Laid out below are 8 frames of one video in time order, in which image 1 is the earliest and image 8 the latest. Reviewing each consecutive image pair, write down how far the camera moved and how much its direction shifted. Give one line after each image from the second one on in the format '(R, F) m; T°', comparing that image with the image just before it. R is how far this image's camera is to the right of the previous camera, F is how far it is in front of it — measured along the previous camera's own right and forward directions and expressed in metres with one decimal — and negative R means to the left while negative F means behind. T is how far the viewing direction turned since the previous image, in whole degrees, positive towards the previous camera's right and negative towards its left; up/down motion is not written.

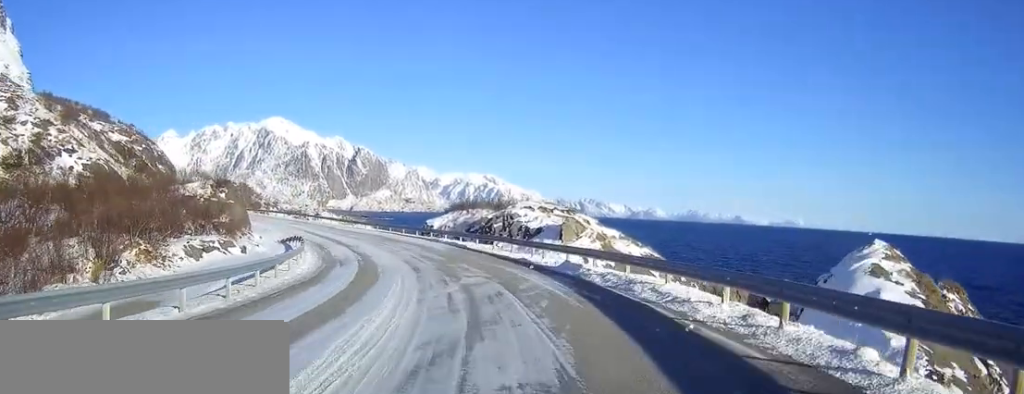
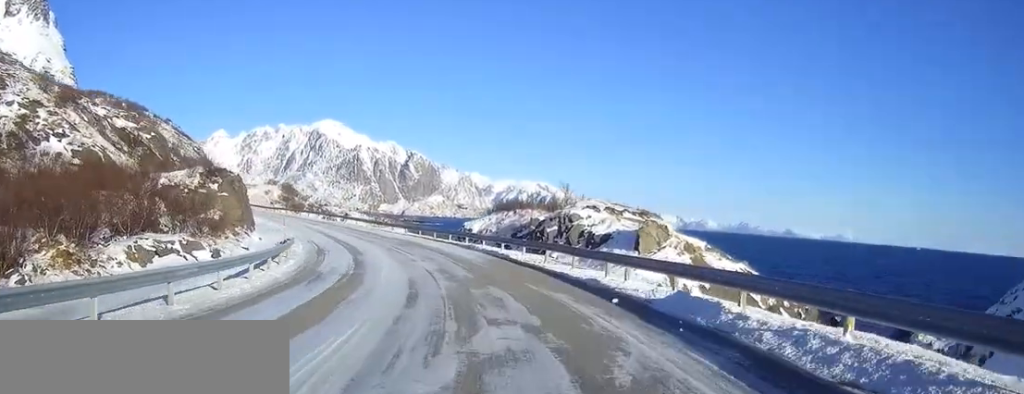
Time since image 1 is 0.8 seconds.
(-0.4, +12.6) m; -4°
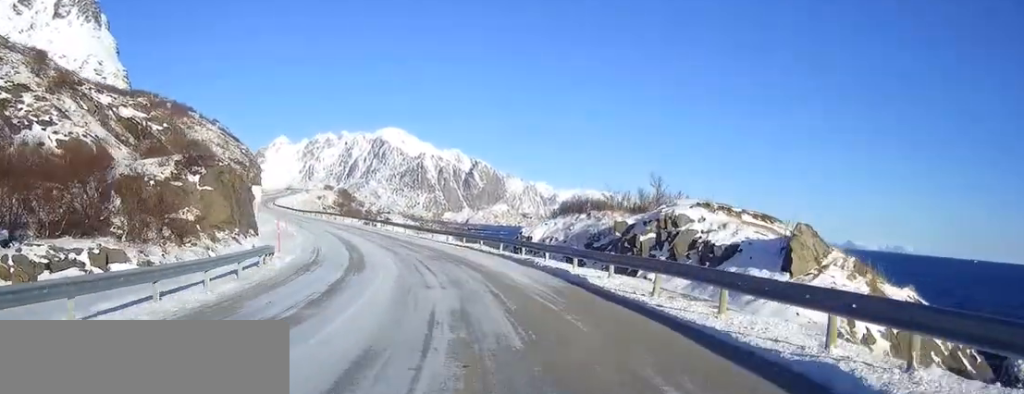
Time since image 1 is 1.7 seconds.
(-0.4, +12.8) m; -5°
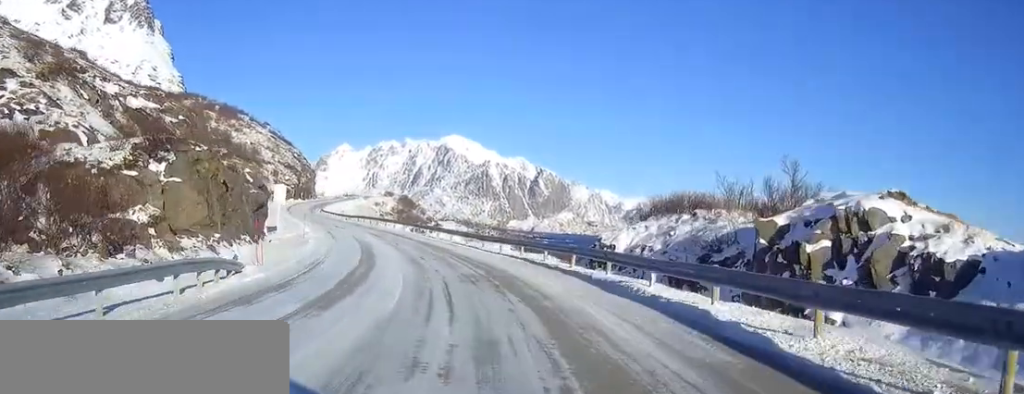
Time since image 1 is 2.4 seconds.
(-0.5, +11.4) m; -4°
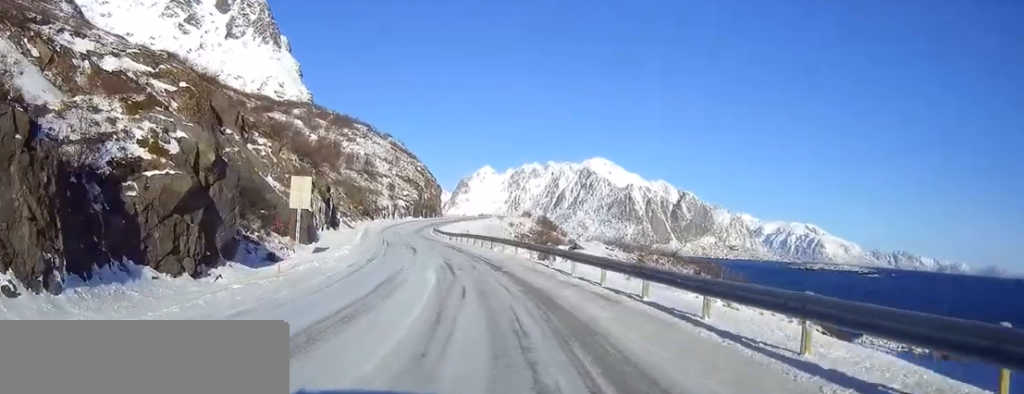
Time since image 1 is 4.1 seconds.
(-2.4, +27.3) m; -9°
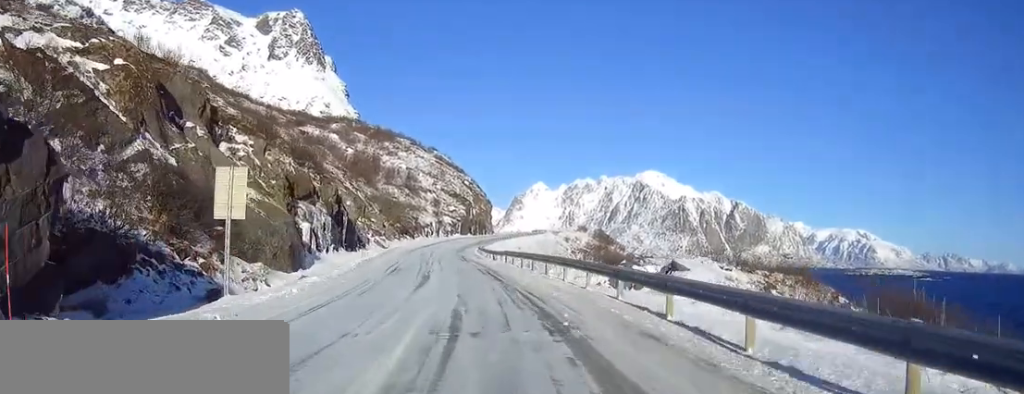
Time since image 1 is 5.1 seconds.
(-0.6, +15.0) m; -4°
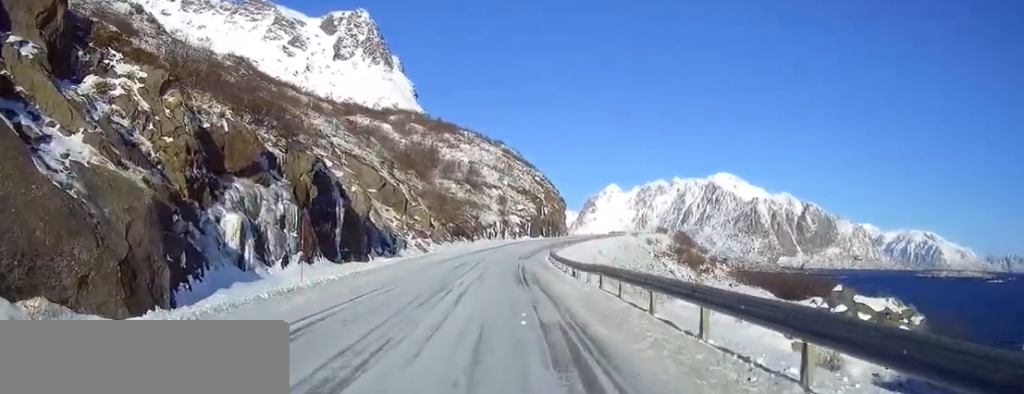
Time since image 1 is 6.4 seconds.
(-0.9, +22.3) m; -4°
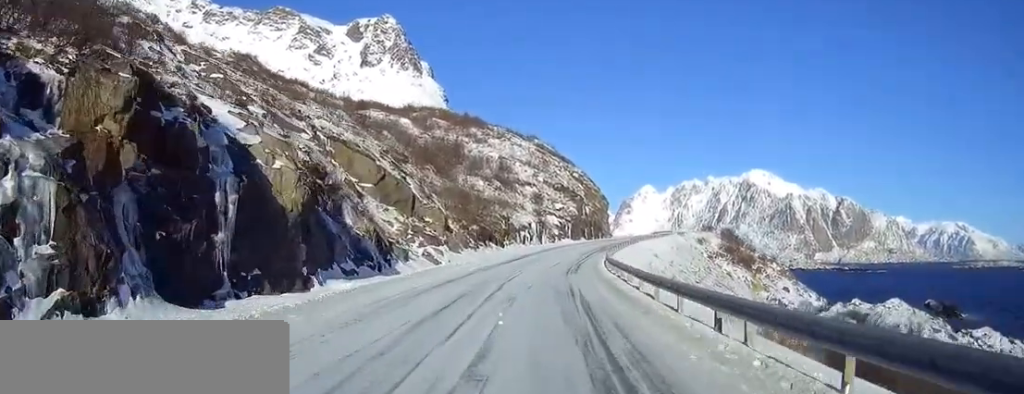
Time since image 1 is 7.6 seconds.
(-0.3, +19.8) m; -1°
